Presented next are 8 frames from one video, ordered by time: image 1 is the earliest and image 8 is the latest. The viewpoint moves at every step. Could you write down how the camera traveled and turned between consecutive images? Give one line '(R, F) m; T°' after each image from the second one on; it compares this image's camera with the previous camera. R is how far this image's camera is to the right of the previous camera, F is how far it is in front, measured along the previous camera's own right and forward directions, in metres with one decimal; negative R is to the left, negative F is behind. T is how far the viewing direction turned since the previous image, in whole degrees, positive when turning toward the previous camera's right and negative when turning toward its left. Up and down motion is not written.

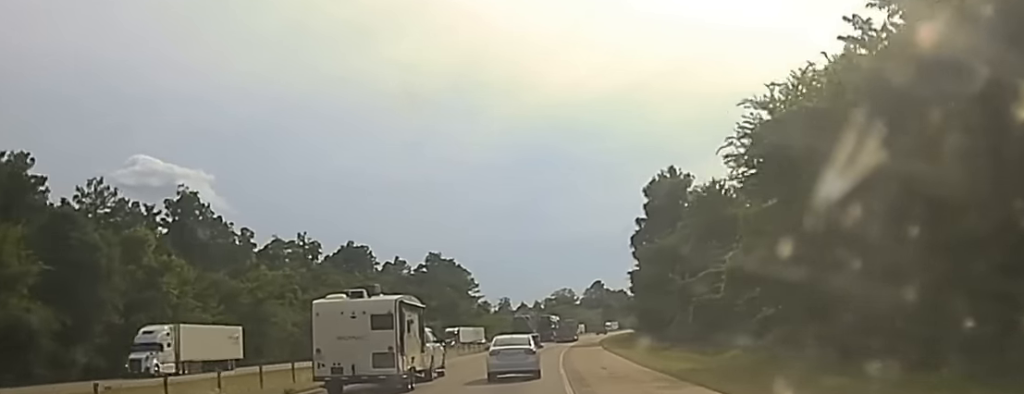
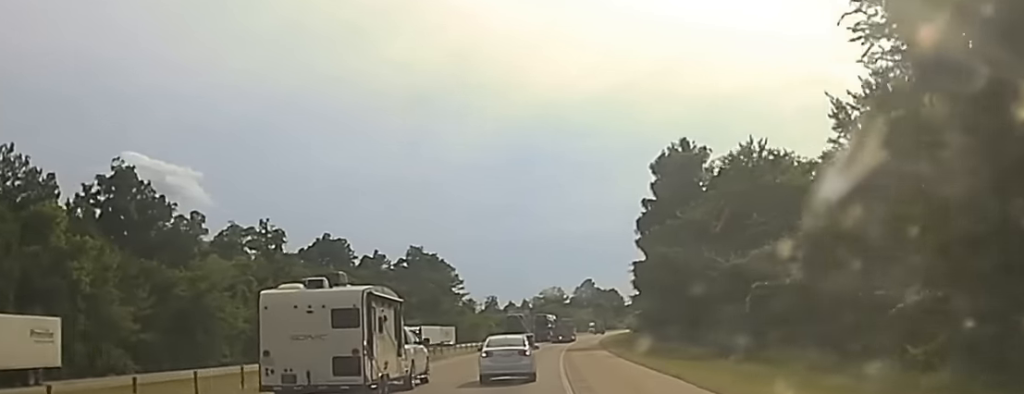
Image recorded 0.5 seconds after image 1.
(0.0, +21.9) m; +1°
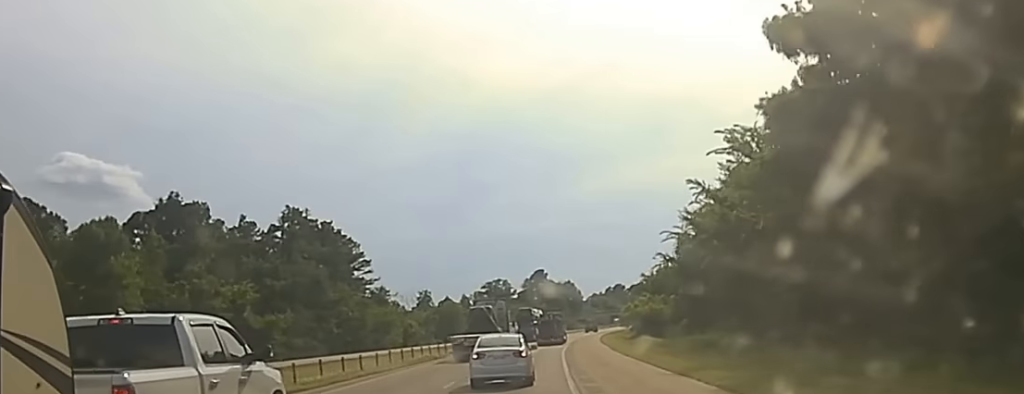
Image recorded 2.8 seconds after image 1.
(+2.5, +93.4) m; +3°
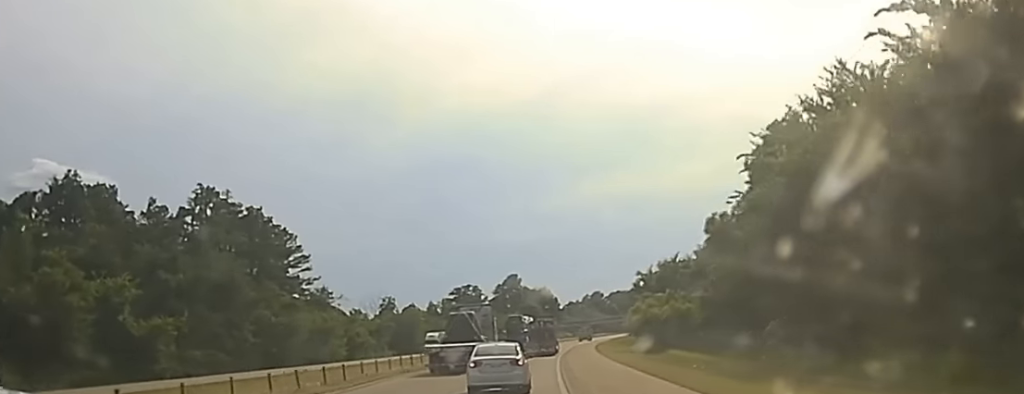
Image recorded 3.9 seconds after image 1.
(+0.6, +37.9) m; +2°
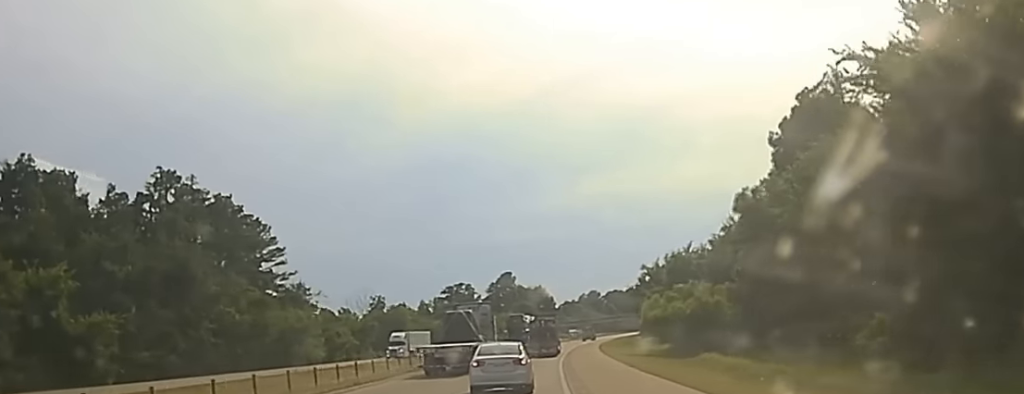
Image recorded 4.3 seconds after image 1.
(+0.2, +19.3) m; 0°
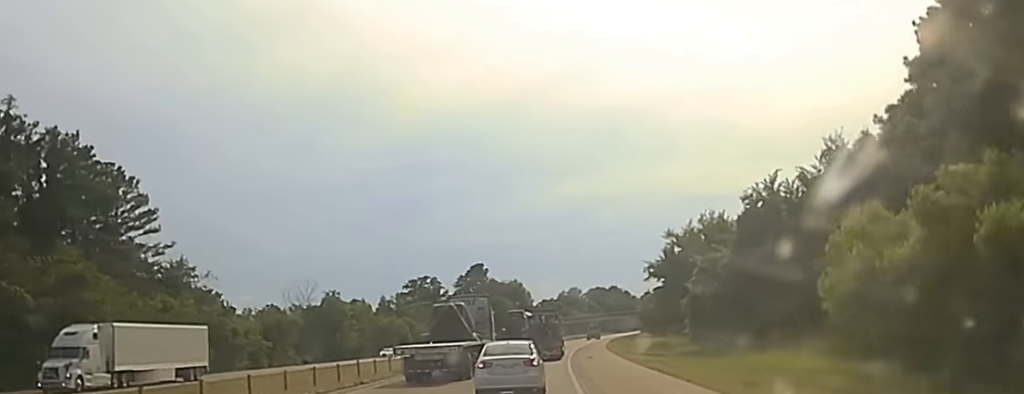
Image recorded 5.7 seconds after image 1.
(+0.3, +54.8) m; +2°
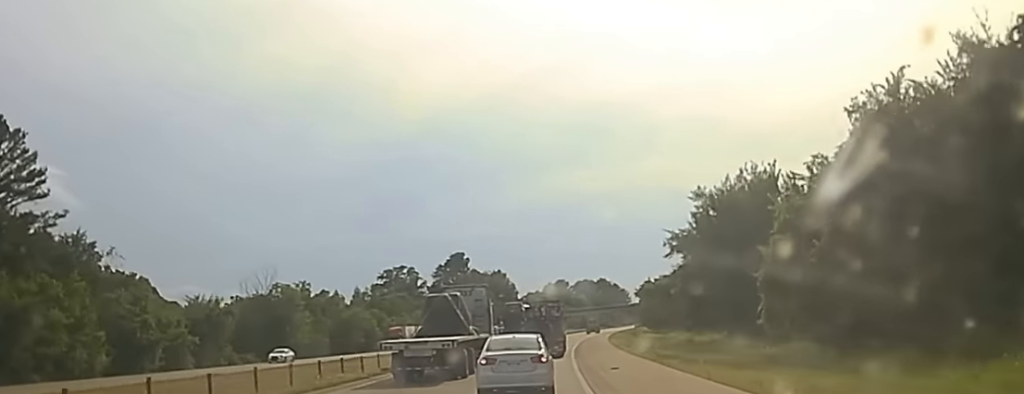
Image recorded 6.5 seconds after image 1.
(+0.5, +27.9) m; +1°
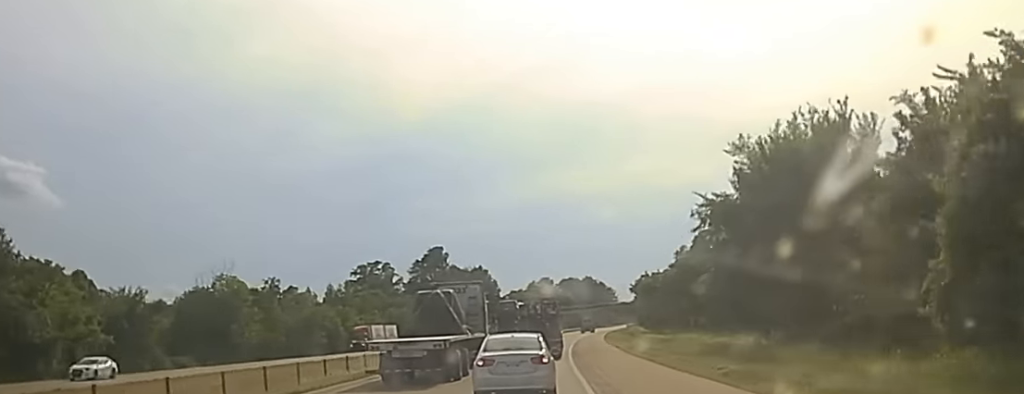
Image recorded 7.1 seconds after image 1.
(+0.2, +21.5) m; +1°
